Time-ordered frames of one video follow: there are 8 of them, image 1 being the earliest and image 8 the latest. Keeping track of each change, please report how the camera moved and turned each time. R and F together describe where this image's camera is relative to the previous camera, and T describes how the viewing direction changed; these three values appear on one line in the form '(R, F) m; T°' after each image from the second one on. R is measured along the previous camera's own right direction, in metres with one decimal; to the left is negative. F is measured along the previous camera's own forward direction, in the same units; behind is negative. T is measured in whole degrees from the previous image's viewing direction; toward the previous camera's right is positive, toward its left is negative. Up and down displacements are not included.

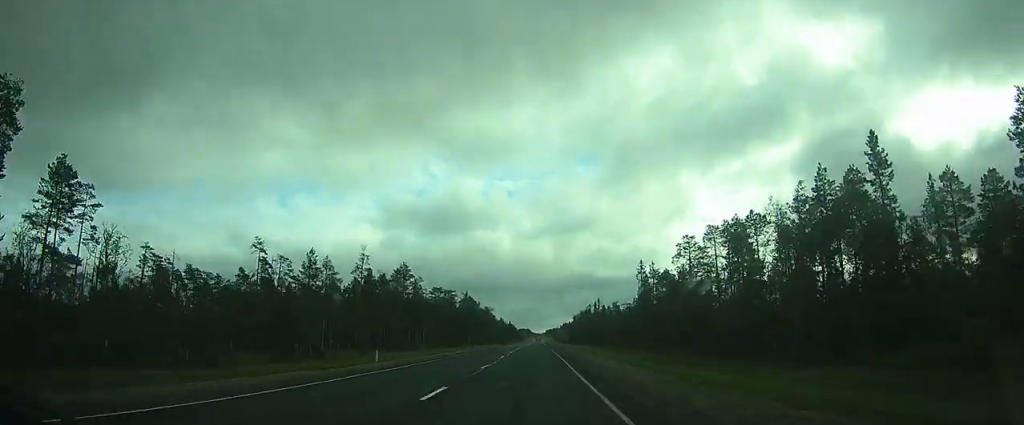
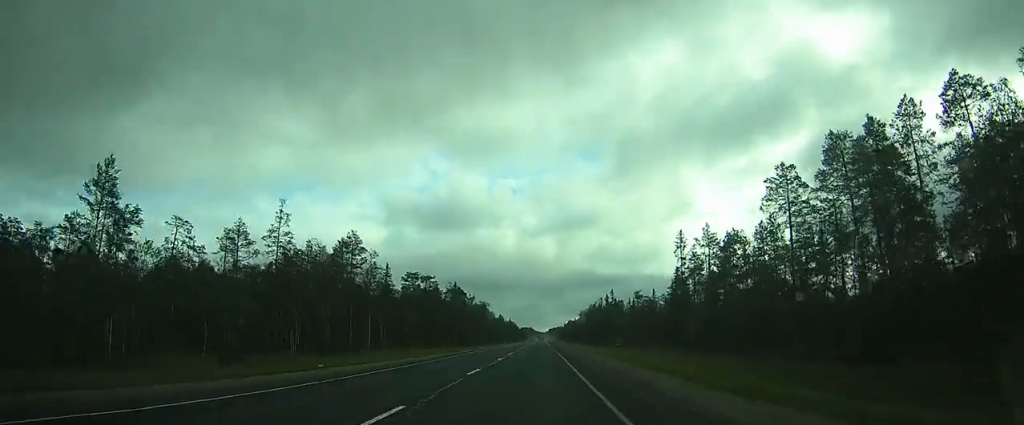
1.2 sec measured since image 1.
(+0.1, +26.0) m; 0°
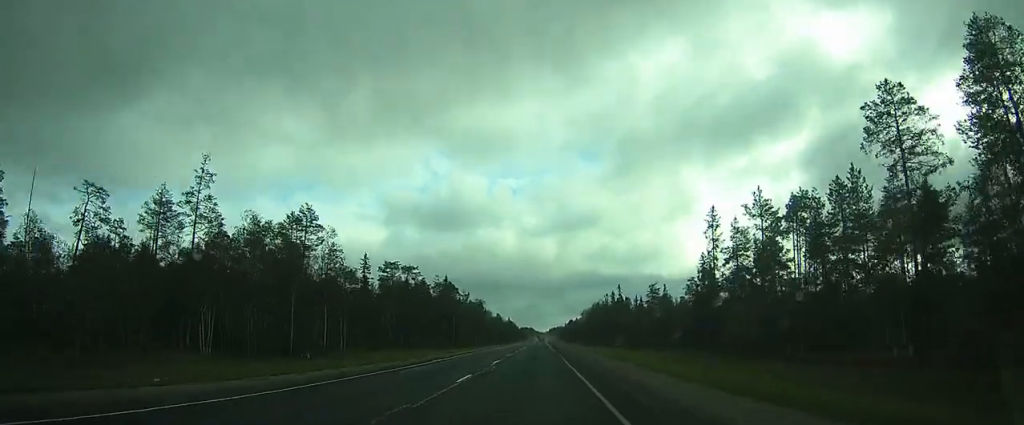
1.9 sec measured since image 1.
(0.0, +14.6) m; 0°
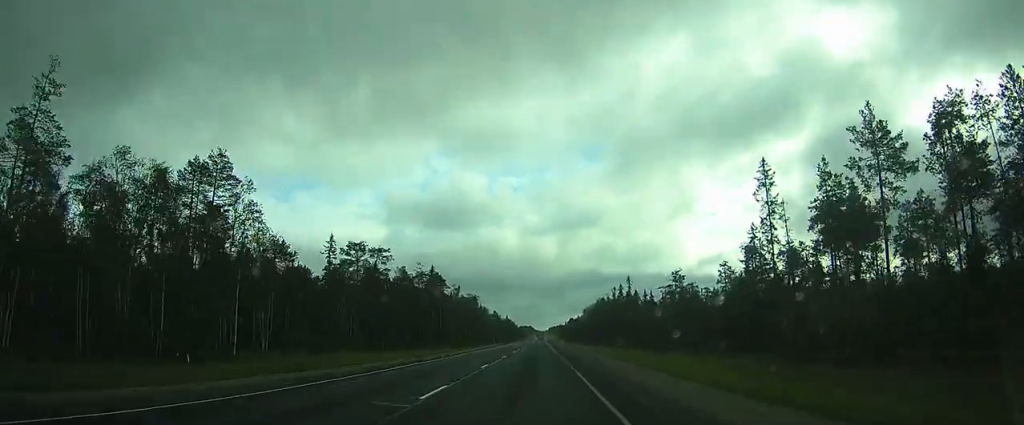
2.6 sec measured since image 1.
(0.0, +17.5) m; 0°
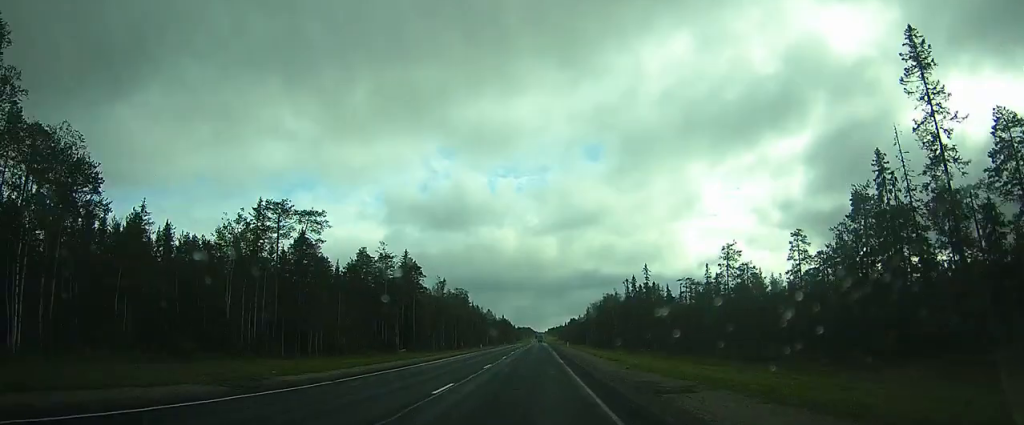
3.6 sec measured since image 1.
(0.0, +24.3) m; 0°
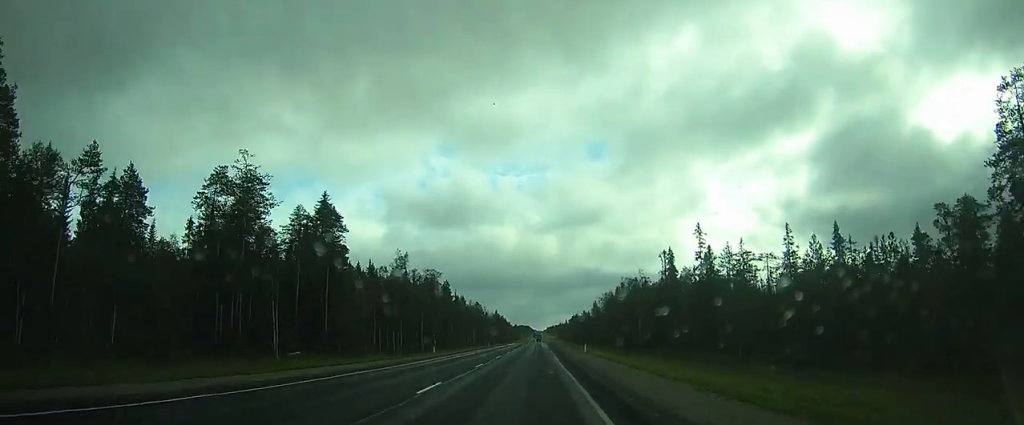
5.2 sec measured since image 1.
(0.0, +42.3) m; 0°
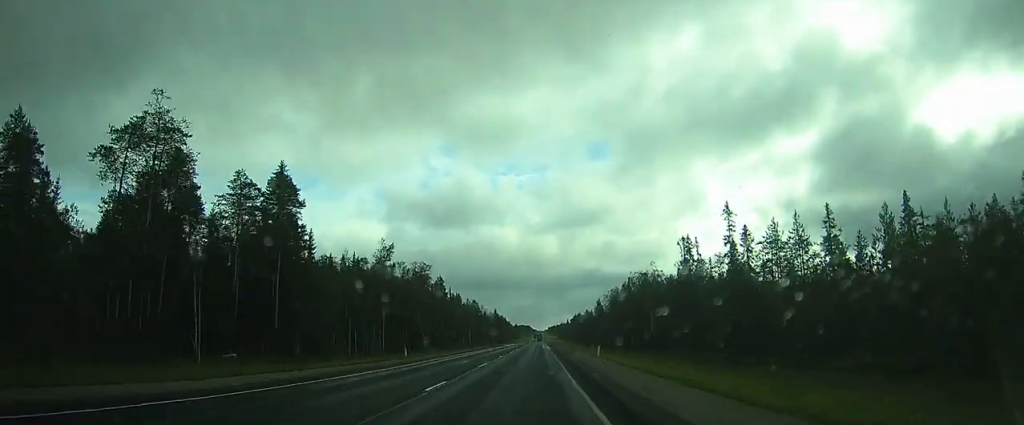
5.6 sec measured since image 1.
(0.0, +12.8) m; 0°
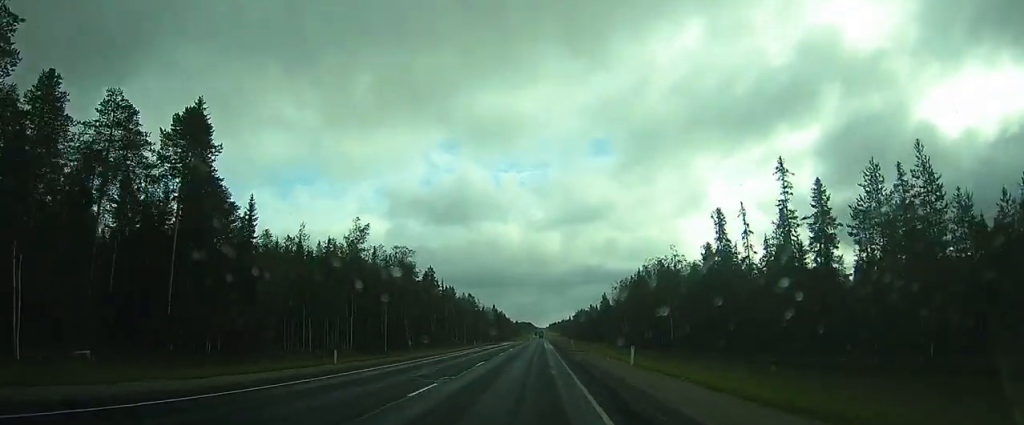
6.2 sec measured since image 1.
(0.0, +16.6) m; 0°
